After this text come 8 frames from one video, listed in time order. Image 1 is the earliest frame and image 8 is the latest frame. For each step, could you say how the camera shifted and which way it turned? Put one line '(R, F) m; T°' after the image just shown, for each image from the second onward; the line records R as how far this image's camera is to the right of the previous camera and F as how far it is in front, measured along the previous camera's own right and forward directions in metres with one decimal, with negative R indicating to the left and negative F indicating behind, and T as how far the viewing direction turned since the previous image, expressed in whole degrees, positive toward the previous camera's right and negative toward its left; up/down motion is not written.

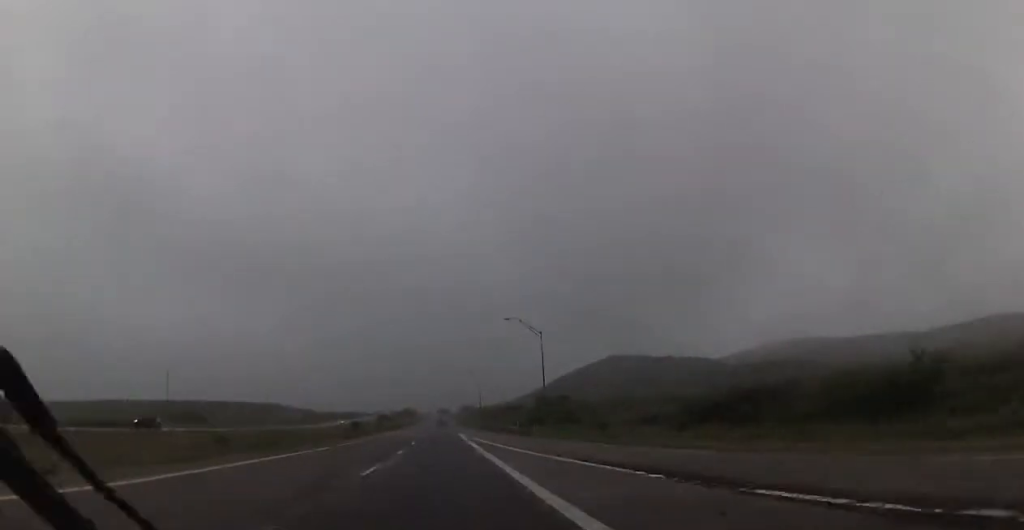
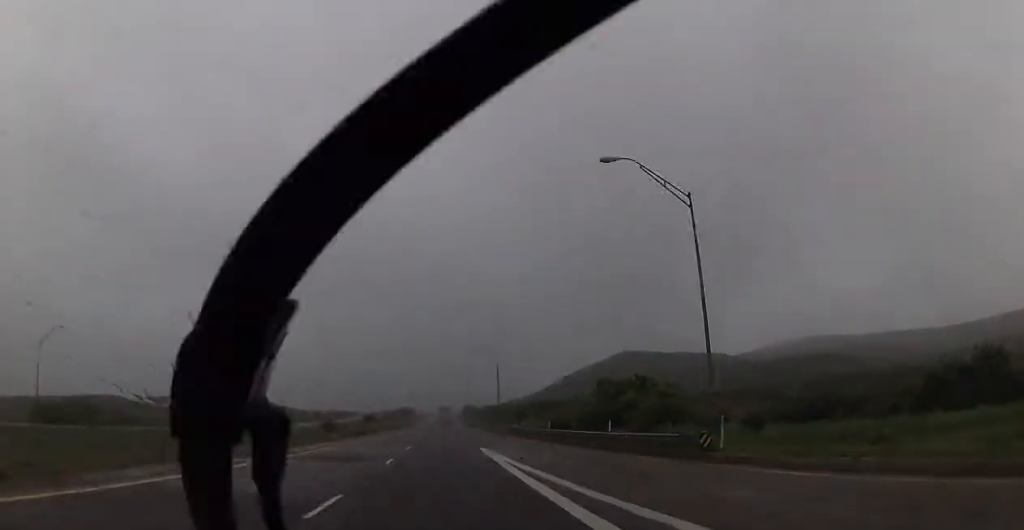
(-0.1, +44.6) m; -1°
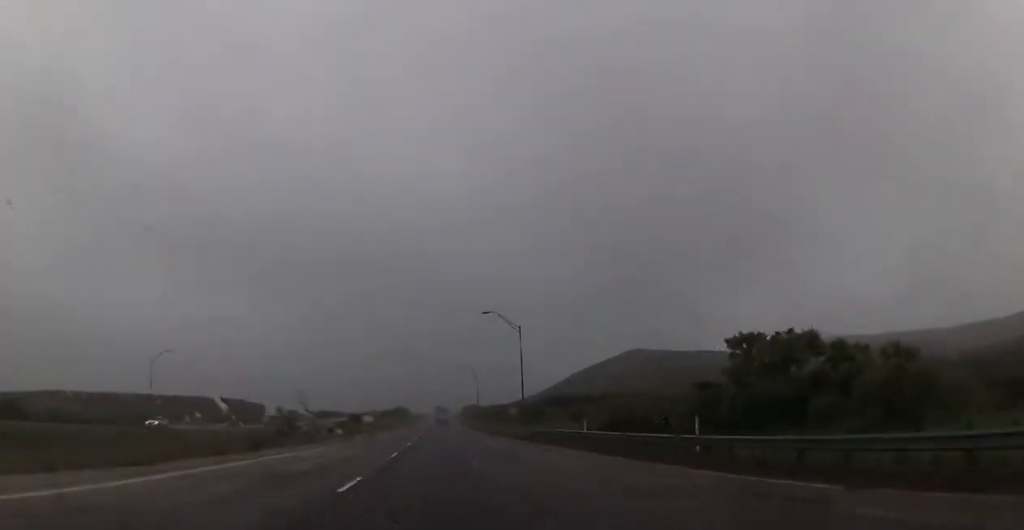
(-0.3, +33.2) m; 0°
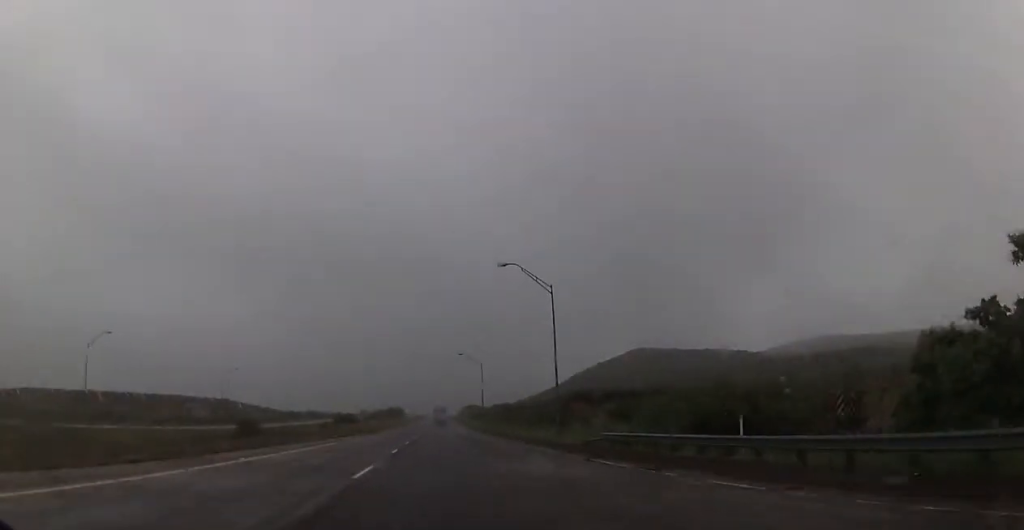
(+0.2, +21.8) m; 0°
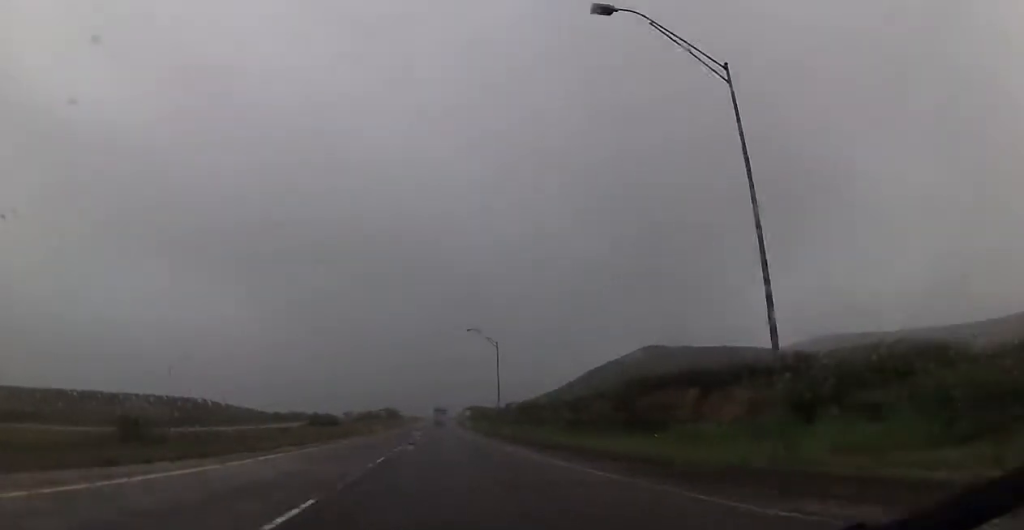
(+0.4, +32.0) m; 0°
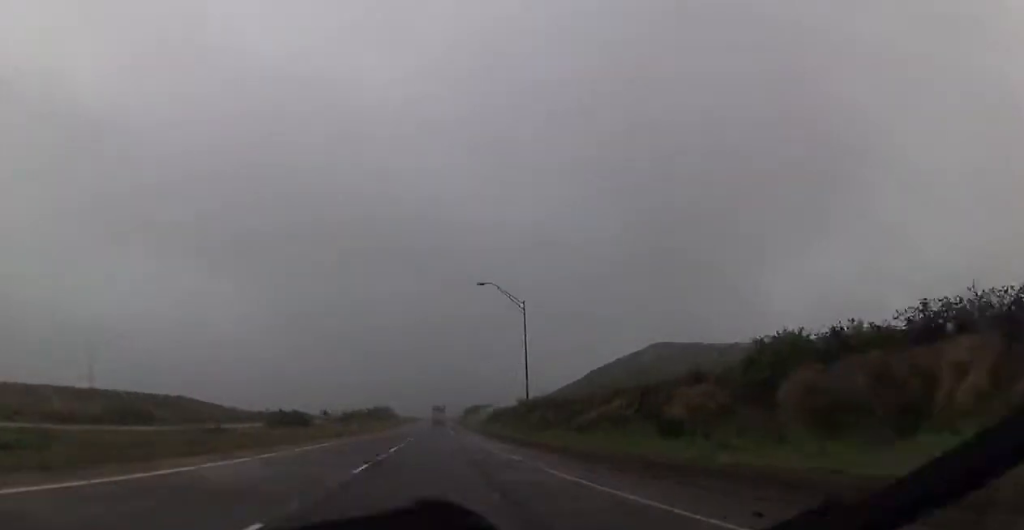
(-0.1, +27.4) m; 0°
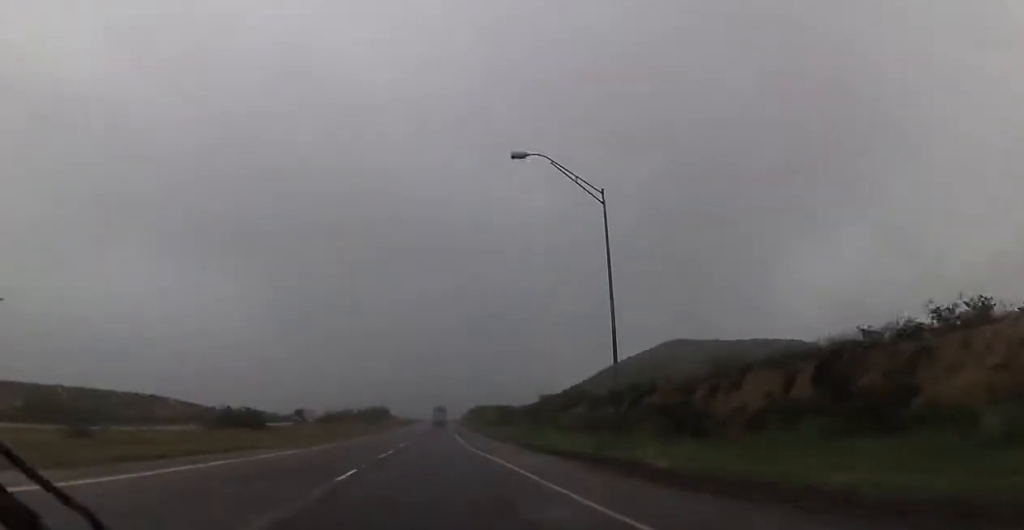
(0.0, +27.4) m; 0°
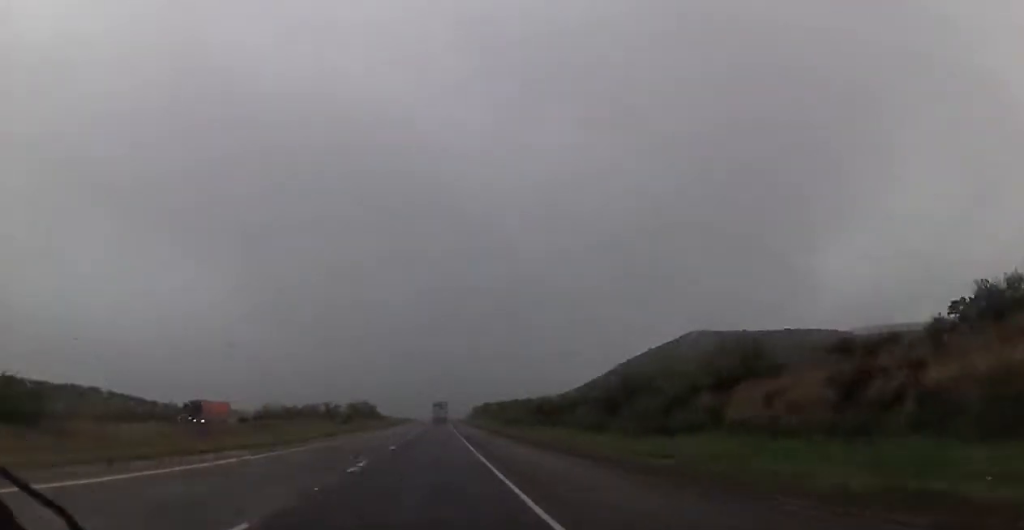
(+0.2, +46.8) m; 0°
